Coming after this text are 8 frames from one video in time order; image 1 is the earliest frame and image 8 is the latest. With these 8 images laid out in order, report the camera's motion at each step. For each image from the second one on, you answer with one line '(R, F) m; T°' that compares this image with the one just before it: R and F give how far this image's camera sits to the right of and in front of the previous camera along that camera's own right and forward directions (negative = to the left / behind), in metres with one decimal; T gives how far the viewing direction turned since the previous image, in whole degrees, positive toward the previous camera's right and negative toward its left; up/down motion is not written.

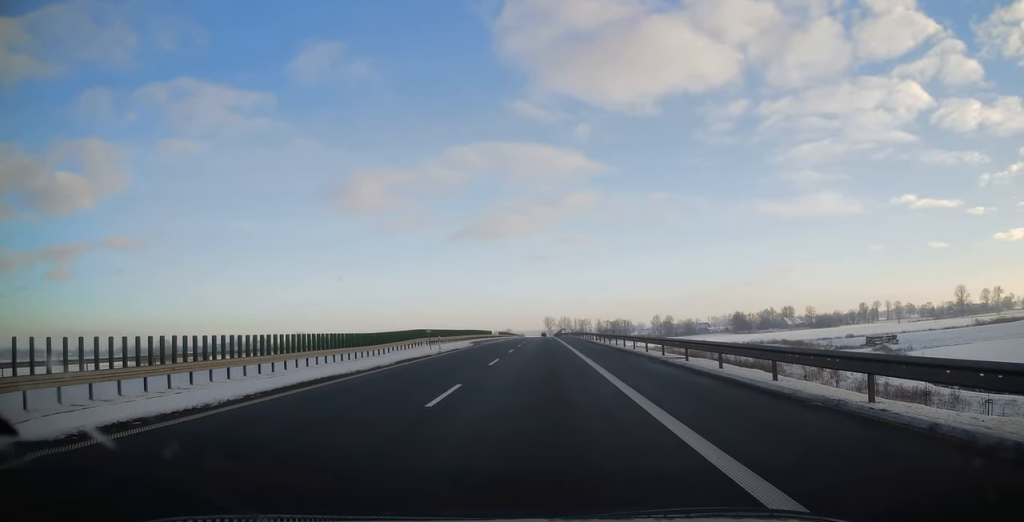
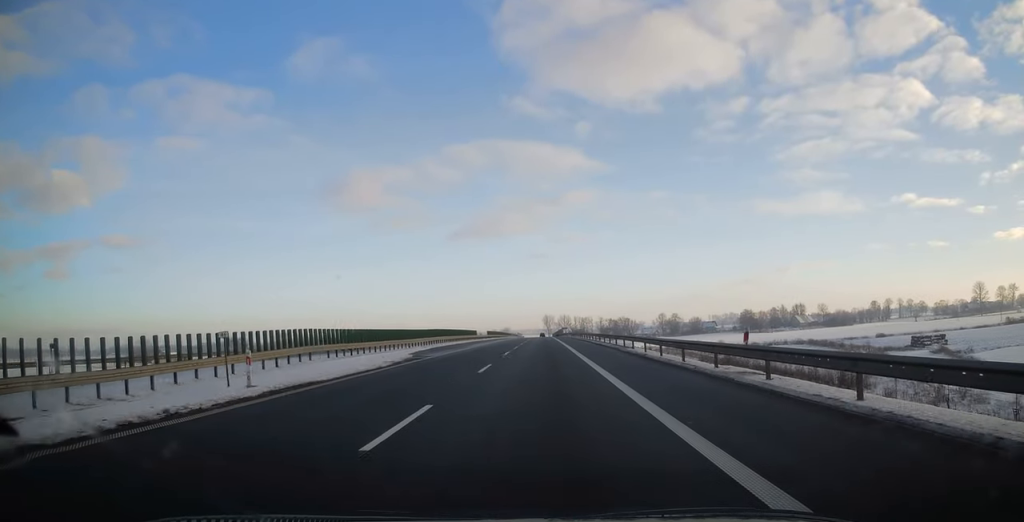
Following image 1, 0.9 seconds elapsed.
(+0.2, +27.6) m; 0°
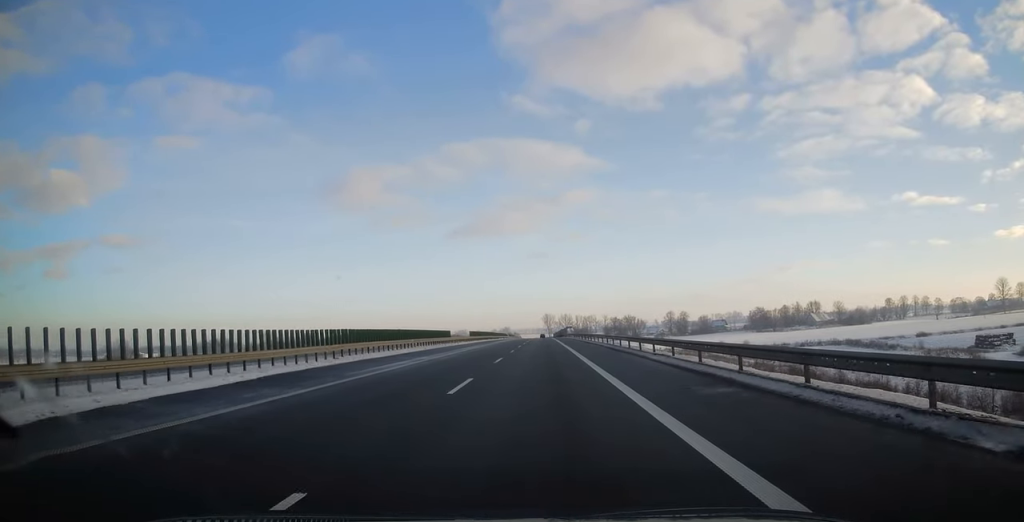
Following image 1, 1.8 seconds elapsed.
(0.0, +29.8) m; 0°
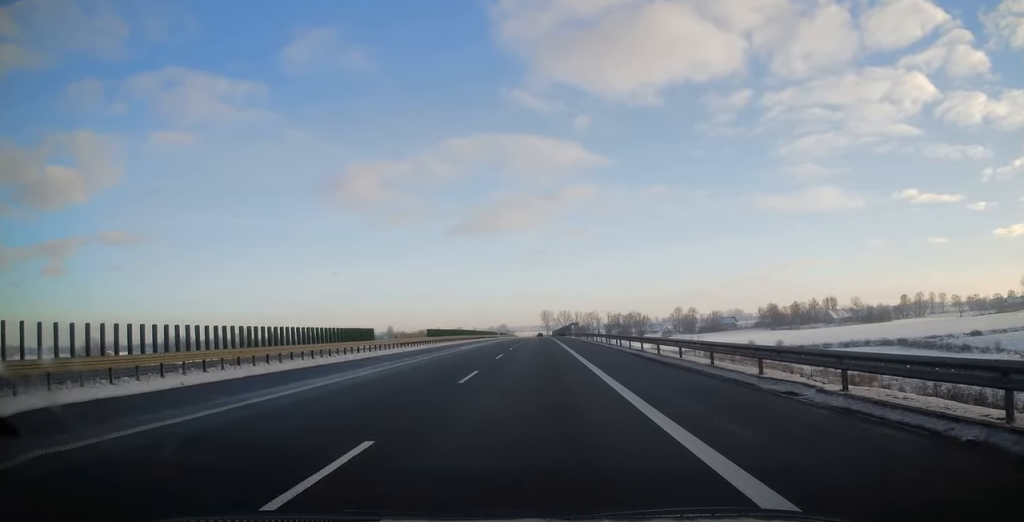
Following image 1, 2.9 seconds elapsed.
(0.0, +33.5) m; 0°
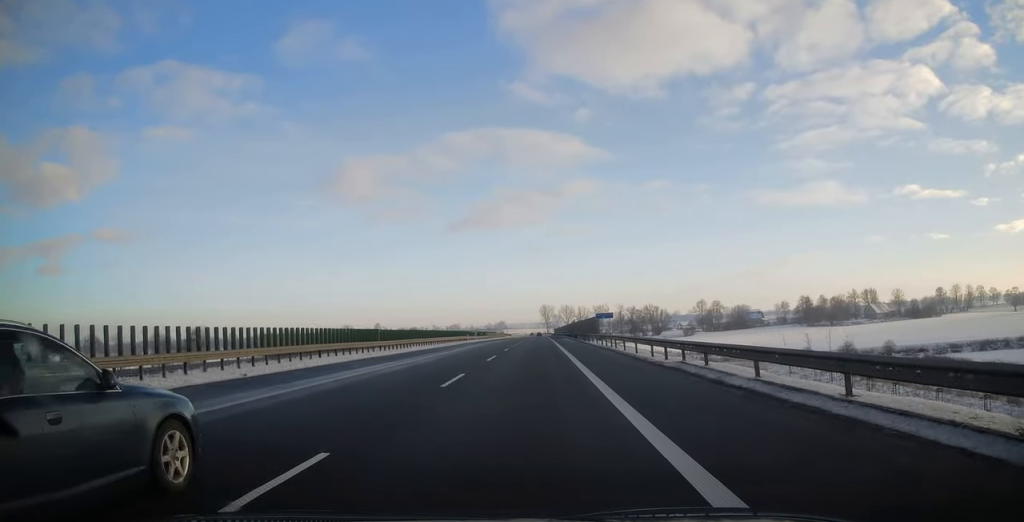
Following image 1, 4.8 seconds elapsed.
(-0.1, +60.7) m; 0°
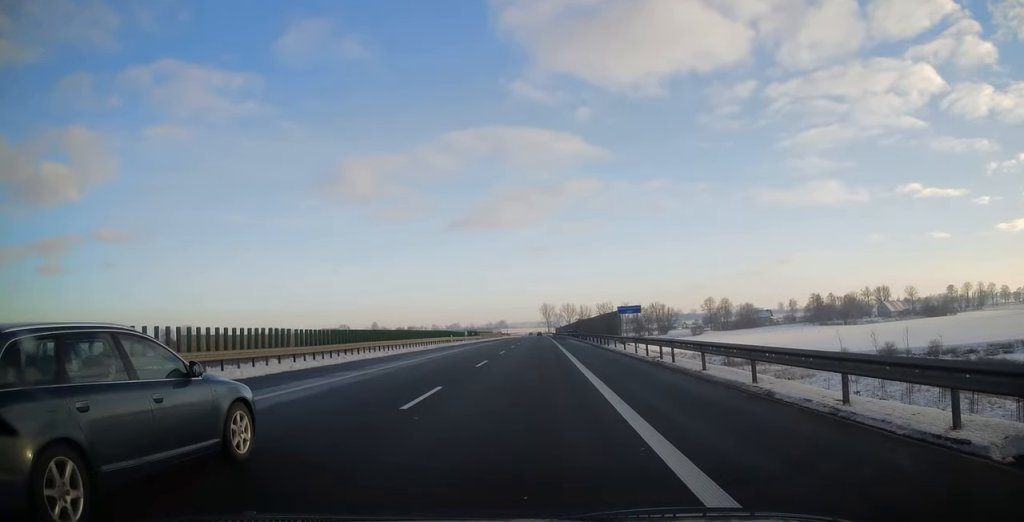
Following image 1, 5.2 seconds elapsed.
(0.0, +16.1) m; 0°
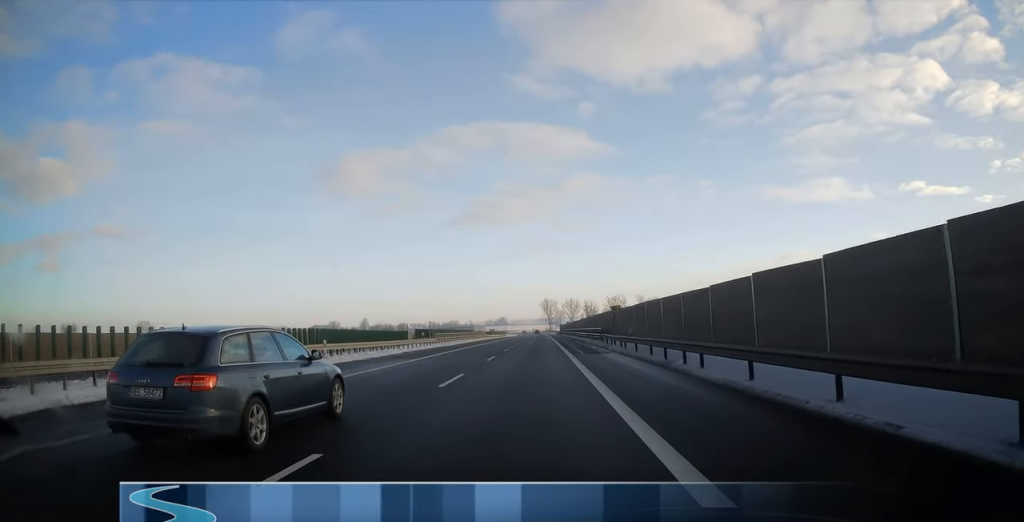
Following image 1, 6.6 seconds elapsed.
(0.0, +43.9) m; 0°
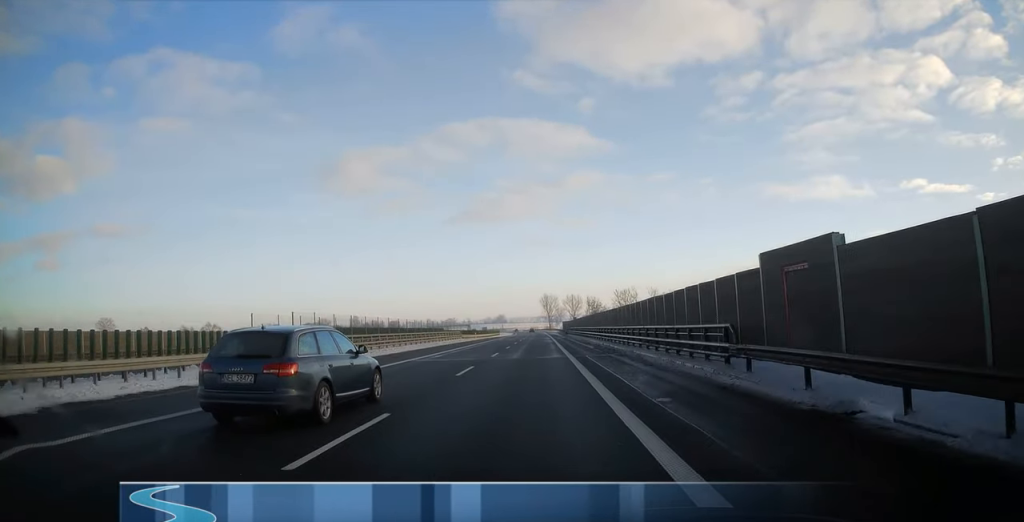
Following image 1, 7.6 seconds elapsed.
(0.0, +32.6) m; 0°
